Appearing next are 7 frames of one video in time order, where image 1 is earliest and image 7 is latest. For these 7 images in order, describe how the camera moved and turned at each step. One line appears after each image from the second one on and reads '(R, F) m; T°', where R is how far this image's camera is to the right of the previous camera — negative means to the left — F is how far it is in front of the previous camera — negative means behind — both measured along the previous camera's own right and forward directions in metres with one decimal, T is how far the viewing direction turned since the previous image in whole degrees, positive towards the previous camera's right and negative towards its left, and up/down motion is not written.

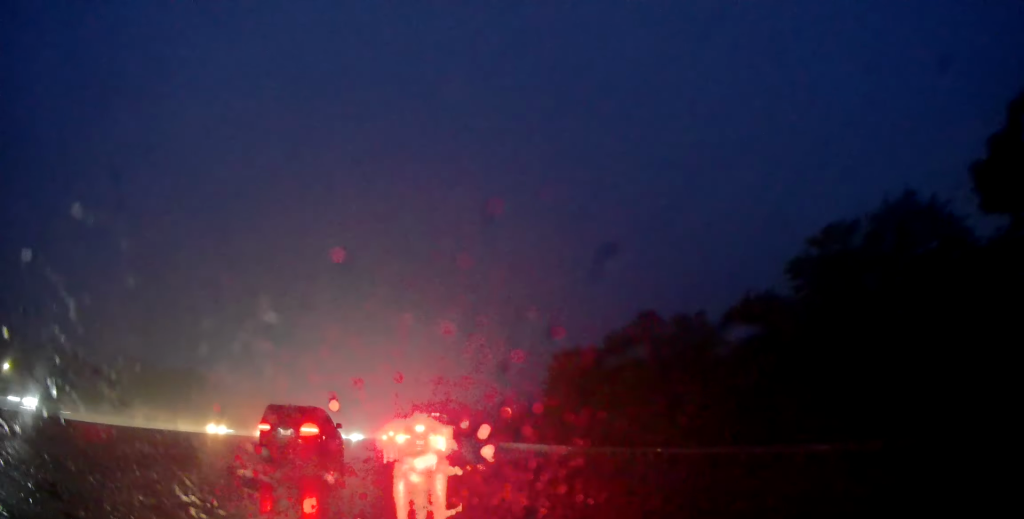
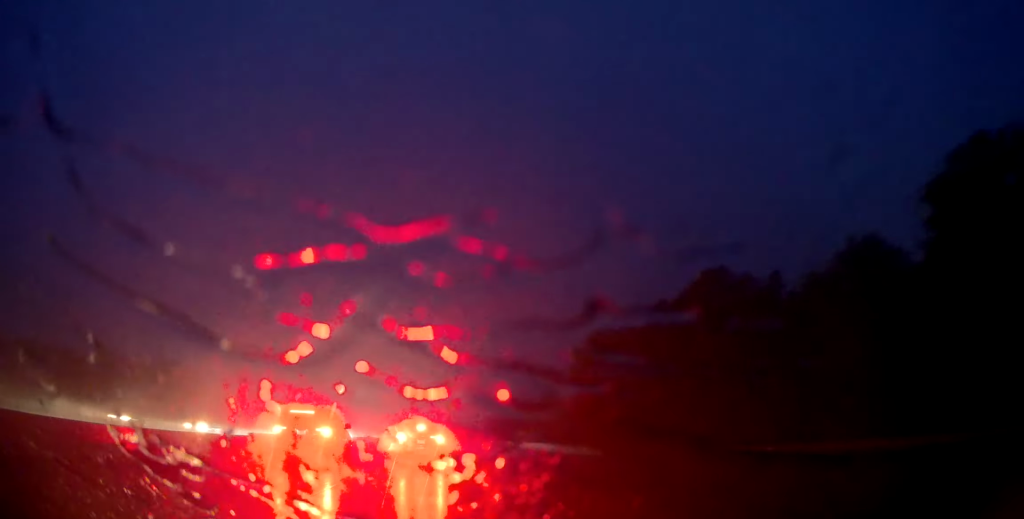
(-0.4, +9.4) m; 0°
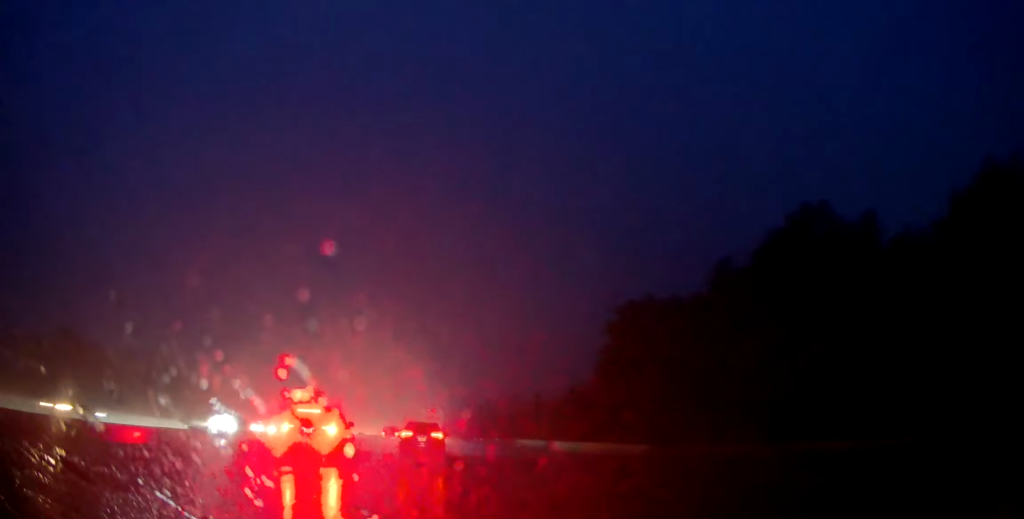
(-0.1, +8.5) m; 0°
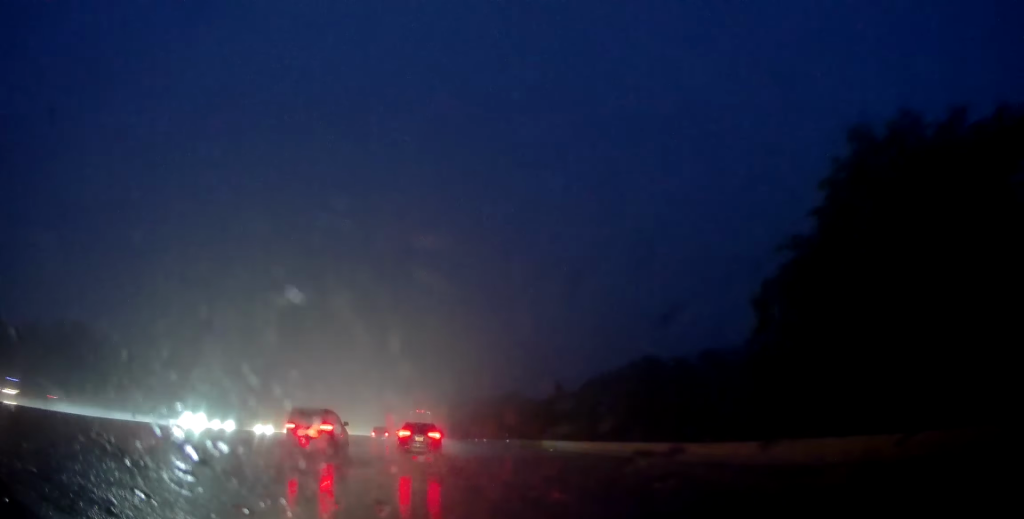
(+0.1, +23.0) m; 0°
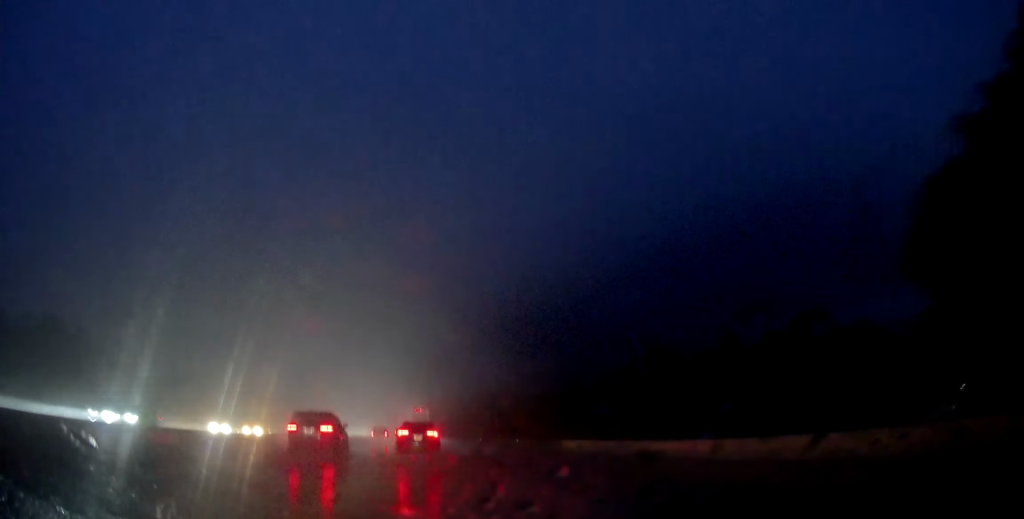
(-0.1, +8.8) m; 0°
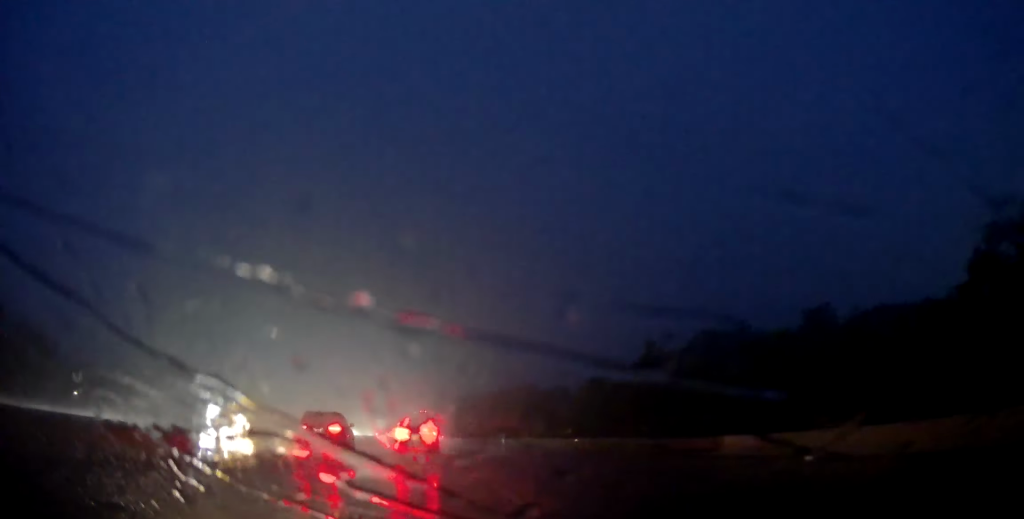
(+0.7, +26.4) m; +2°
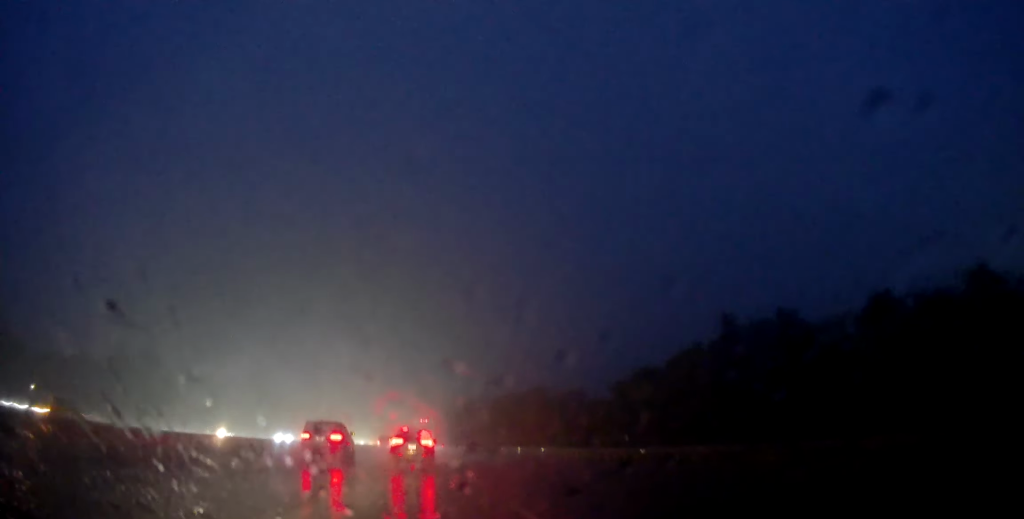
(0.0, +14.4) m; -1°
